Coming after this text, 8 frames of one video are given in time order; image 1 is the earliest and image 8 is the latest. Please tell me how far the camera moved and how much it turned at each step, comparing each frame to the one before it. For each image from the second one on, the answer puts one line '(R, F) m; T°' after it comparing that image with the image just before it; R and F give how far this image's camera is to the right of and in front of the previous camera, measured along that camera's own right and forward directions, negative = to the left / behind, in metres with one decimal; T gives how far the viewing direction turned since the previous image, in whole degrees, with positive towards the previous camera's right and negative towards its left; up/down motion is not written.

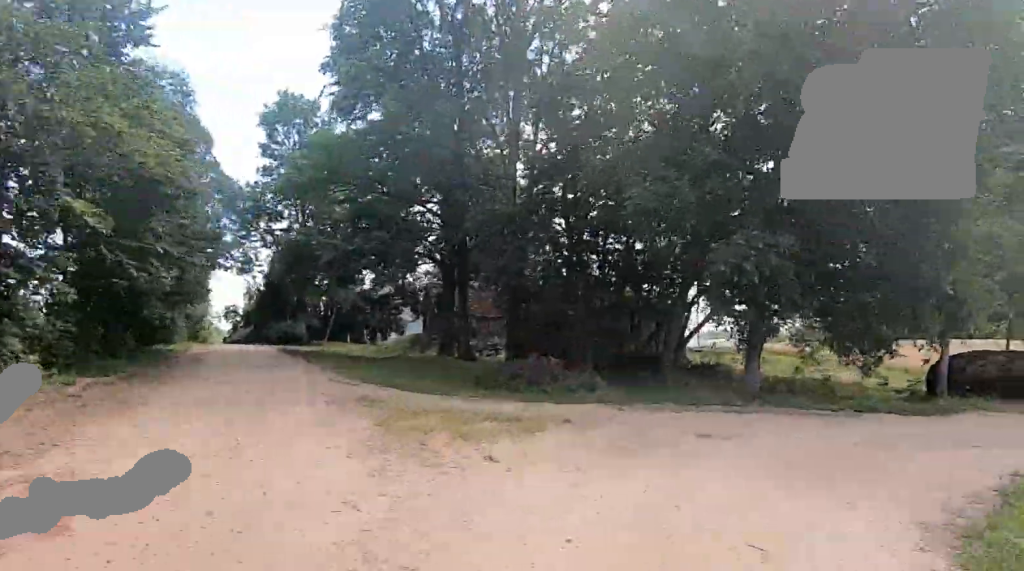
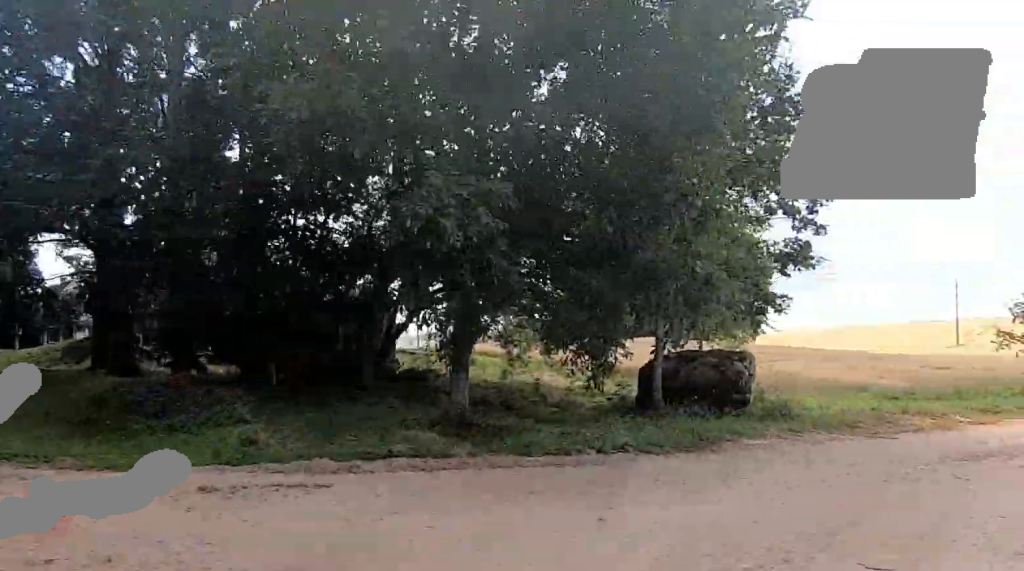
(+0.9, +6.9) m; +24°
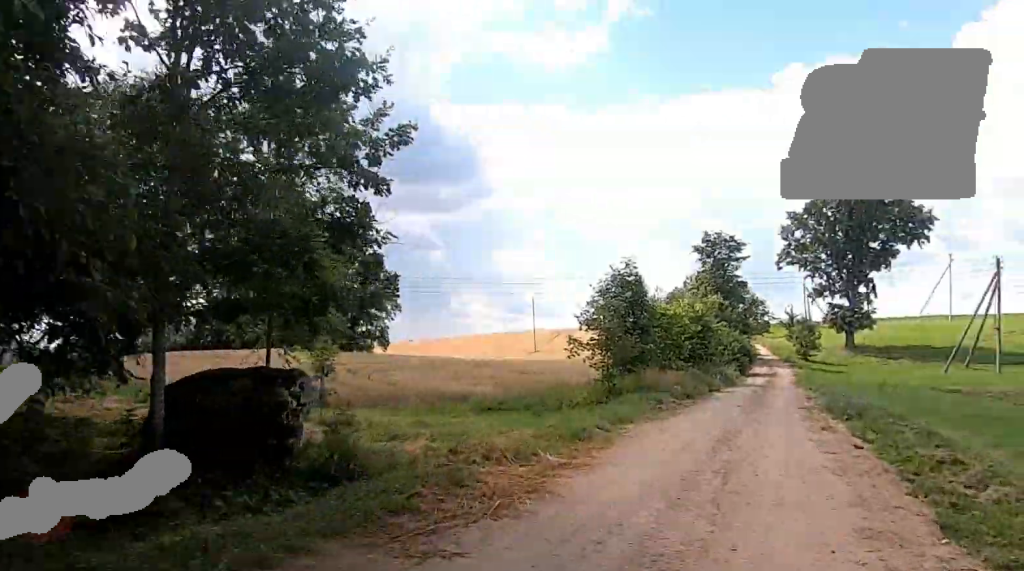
(+2.4, +7.3) m; +33°
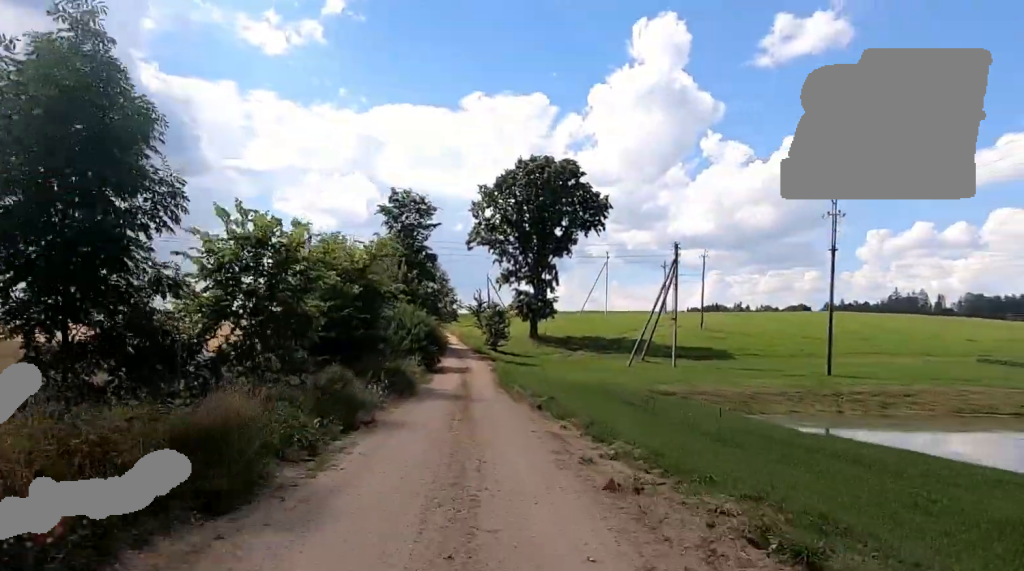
(+7.2, +19.4) m; +19°
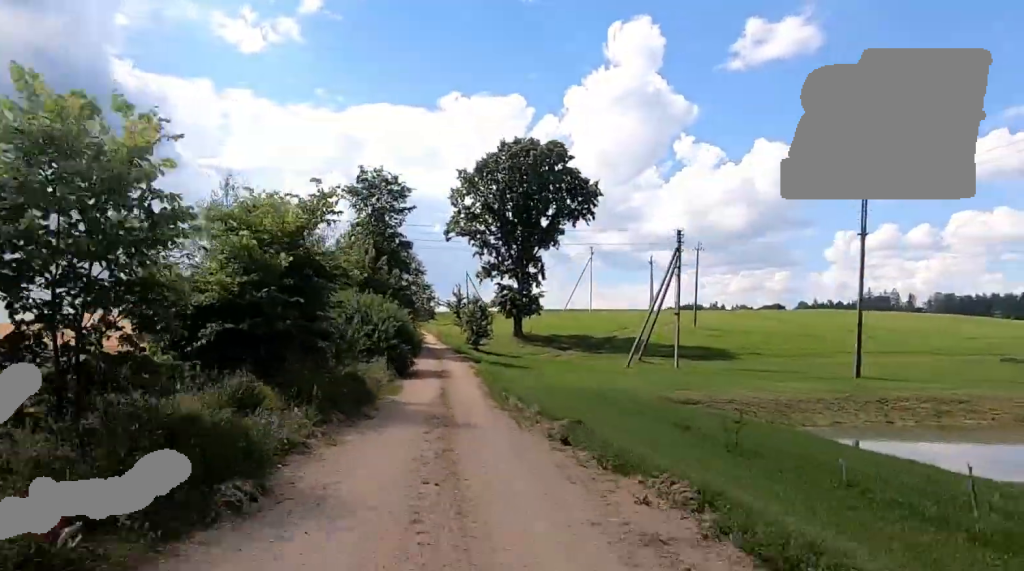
(-0.2, +6.0) m; -2°
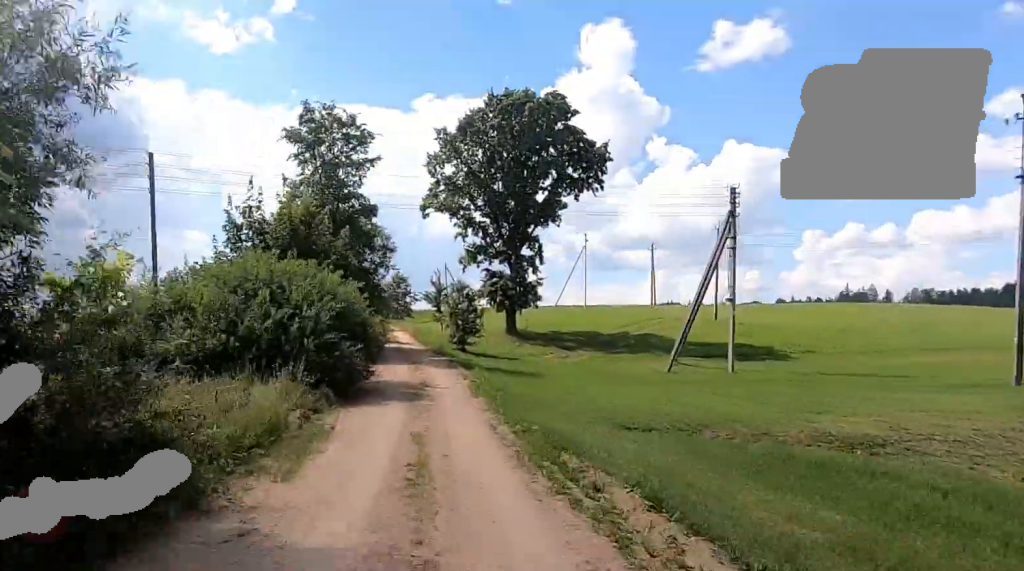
(-0.5, +11.8) m; +2°
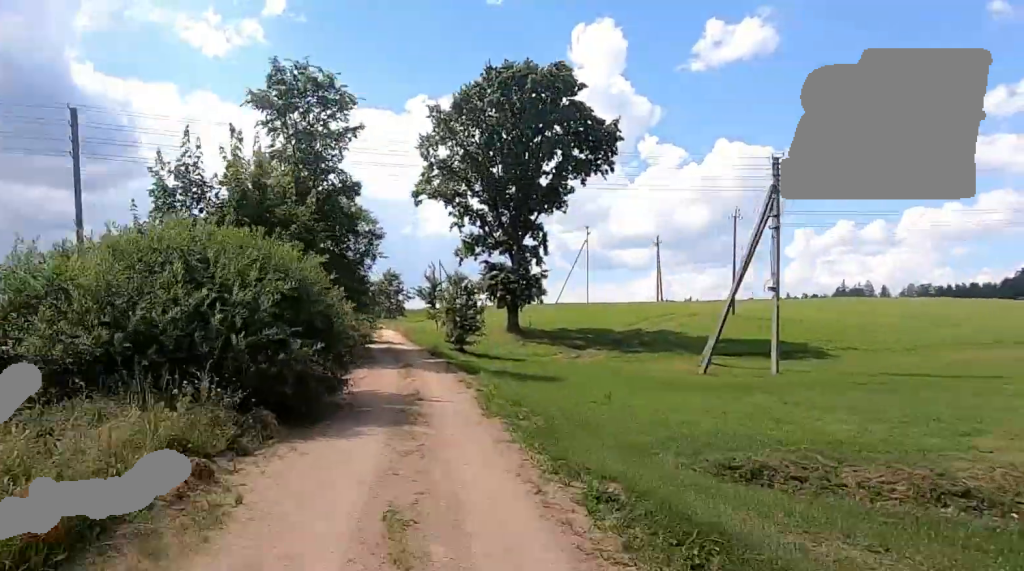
(+0.4, +4.8) m; +2°
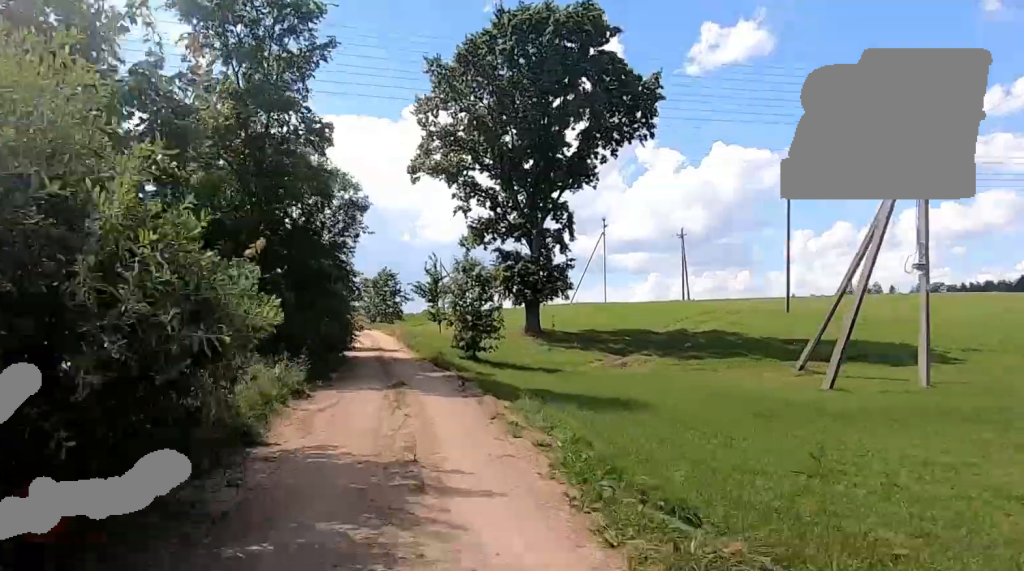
(+0.2, +8.3) m; 0°
